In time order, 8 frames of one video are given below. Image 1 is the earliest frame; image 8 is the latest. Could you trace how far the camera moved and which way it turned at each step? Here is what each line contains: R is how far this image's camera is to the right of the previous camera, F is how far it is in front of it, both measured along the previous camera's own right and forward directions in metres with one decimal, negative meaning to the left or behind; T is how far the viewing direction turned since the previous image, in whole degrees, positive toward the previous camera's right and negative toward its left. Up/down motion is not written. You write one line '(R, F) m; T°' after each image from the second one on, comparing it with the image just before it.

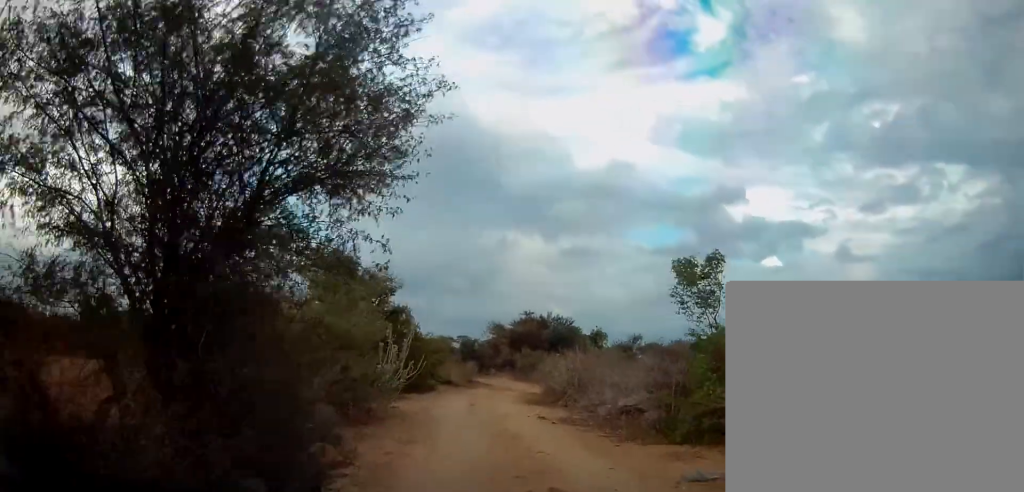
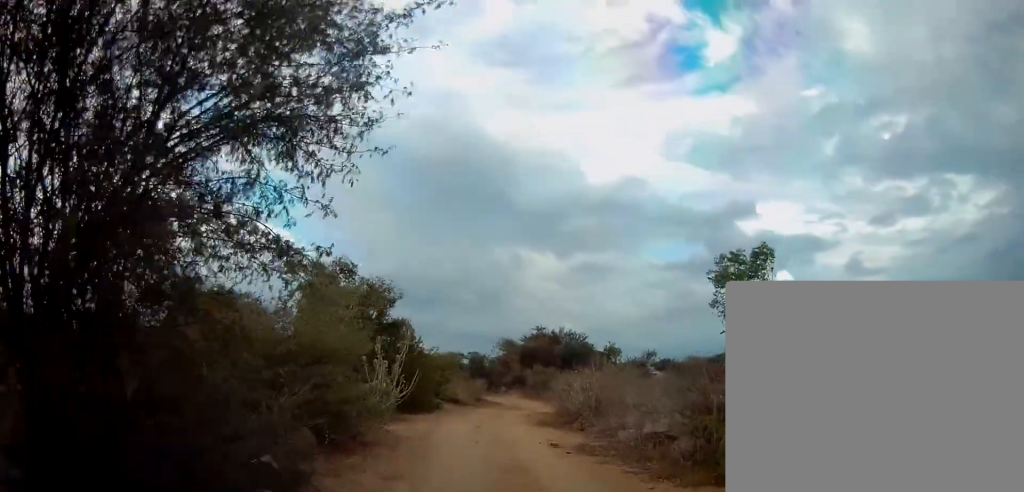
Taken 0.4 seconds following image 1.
(0.0, +1.7) m; -2°
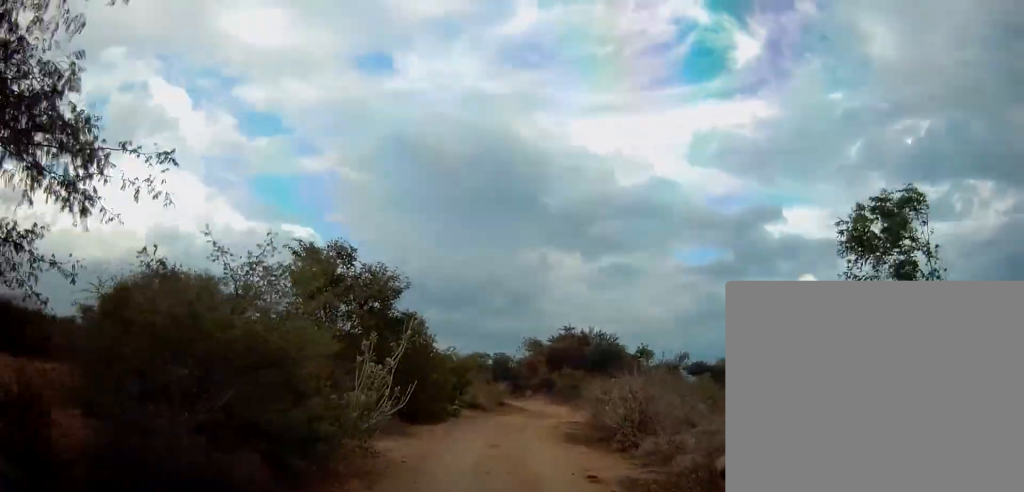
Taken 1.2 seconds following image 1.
(-0.1, +2.9) m; -1°
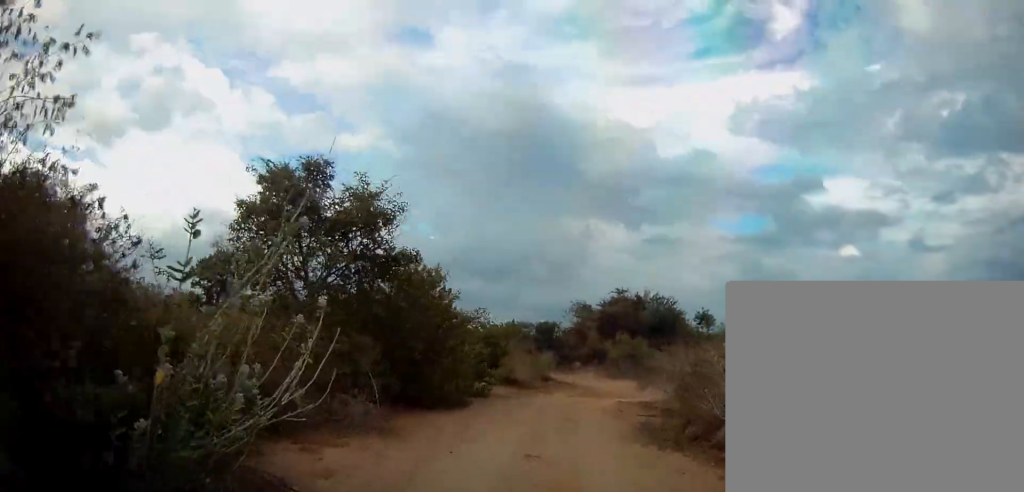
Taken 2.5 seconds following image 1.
(0.0, +5.3) m; +1°
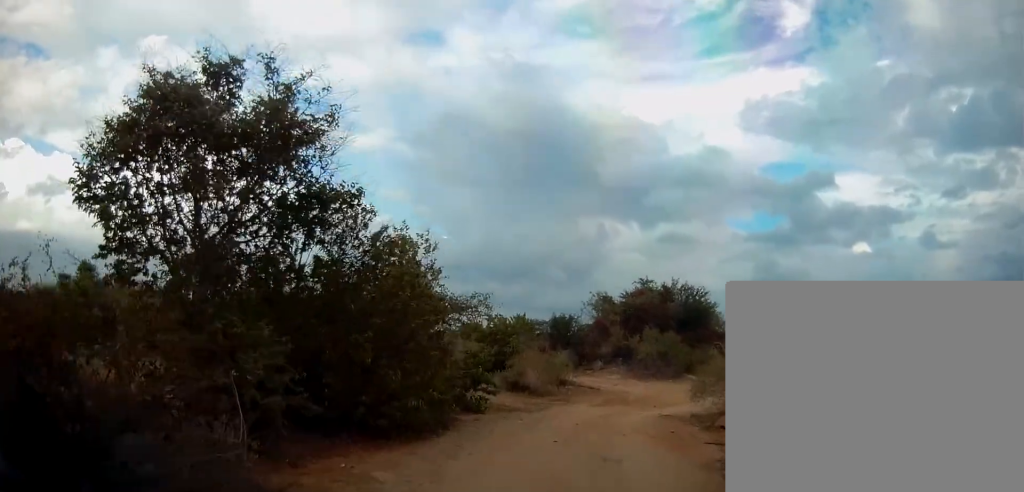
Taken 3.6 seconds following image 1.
(+0.2, +4.5) m; +6°
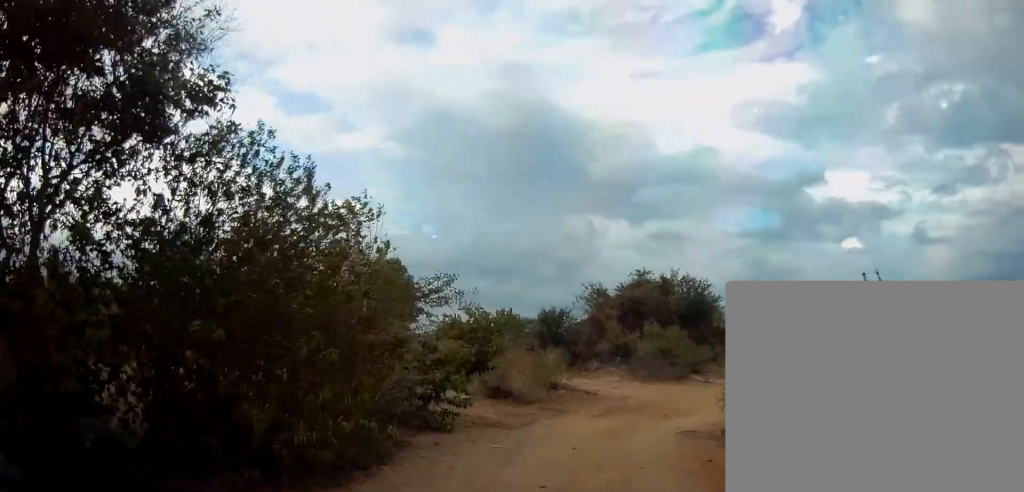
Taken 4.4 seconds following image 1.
(+0.3, +3.1) m; 0°
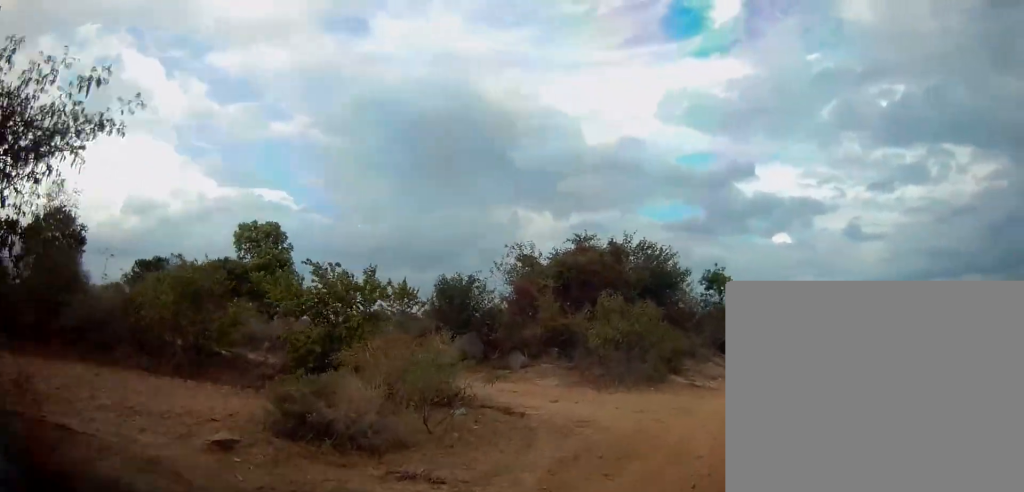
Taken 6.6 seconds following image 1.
(-0.6, +8.6) m; +4°
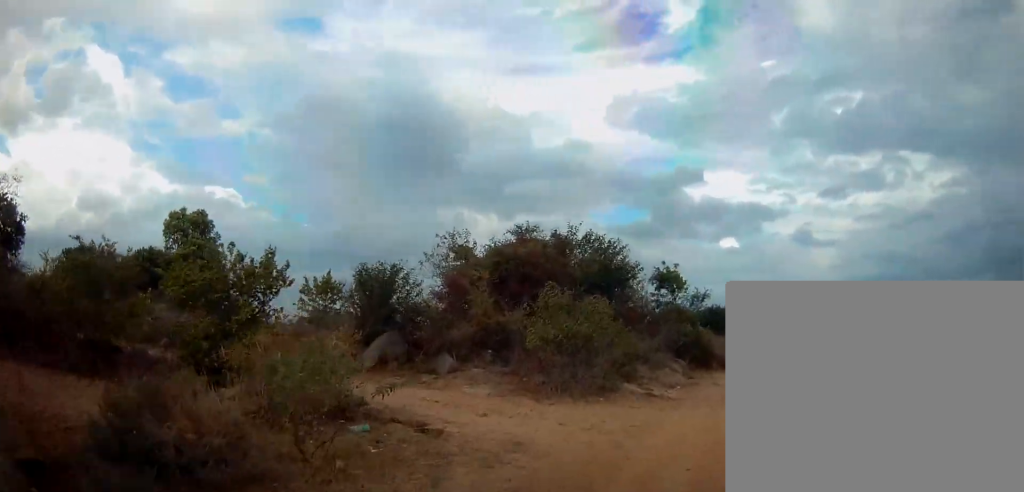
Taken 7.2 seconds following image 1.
(+0.1, +2.2) m; +8°
